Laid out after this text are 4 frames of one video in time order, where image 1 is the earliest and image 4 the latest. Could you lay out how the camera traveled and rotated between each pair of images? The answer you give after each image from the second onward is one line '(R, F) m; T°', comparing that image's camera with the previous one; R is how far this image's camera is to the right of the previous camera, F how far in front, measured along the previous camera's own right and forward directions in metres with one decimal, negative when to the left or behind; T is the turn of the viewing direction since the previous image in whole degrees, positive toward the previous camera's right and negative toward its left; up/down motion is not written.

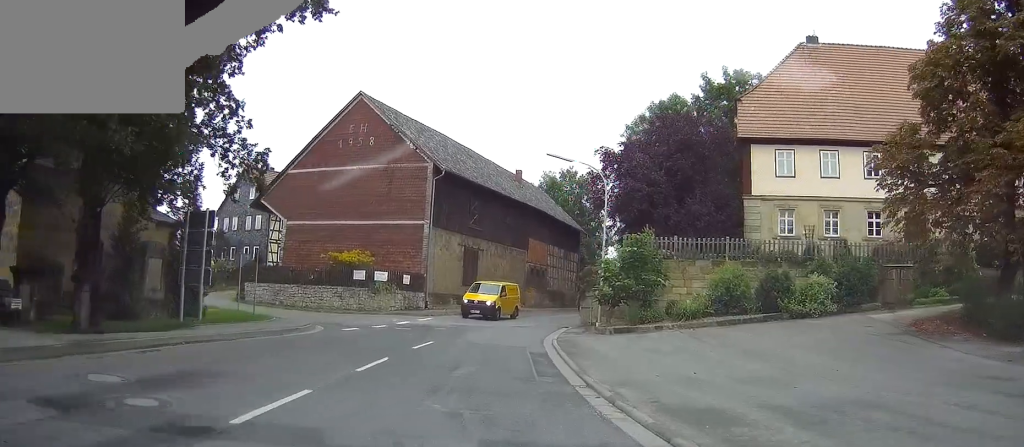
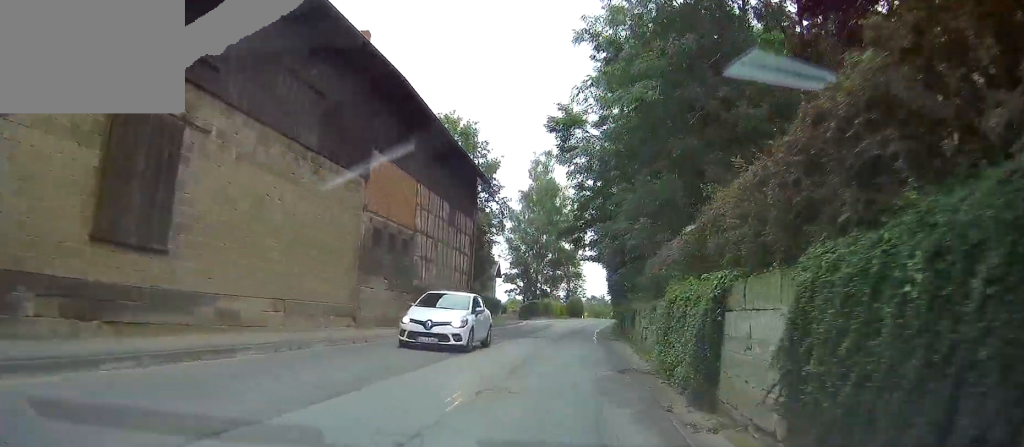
(+0.6, +33.7) m; +4°
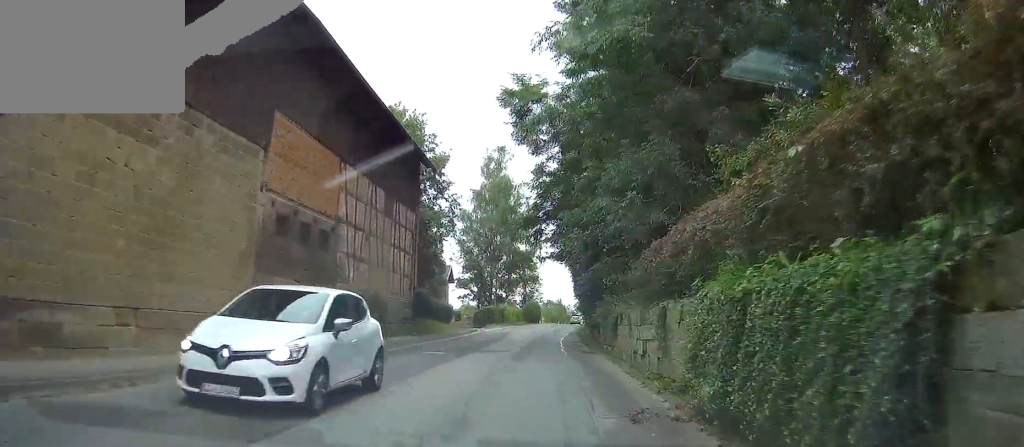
(+0.1, +5.4) m; +3°
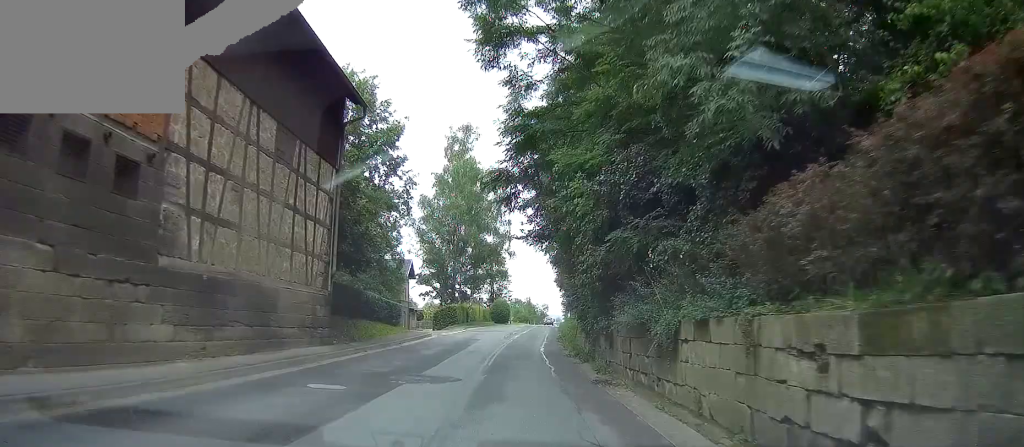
(+0.5, +9.9) m; +5°
